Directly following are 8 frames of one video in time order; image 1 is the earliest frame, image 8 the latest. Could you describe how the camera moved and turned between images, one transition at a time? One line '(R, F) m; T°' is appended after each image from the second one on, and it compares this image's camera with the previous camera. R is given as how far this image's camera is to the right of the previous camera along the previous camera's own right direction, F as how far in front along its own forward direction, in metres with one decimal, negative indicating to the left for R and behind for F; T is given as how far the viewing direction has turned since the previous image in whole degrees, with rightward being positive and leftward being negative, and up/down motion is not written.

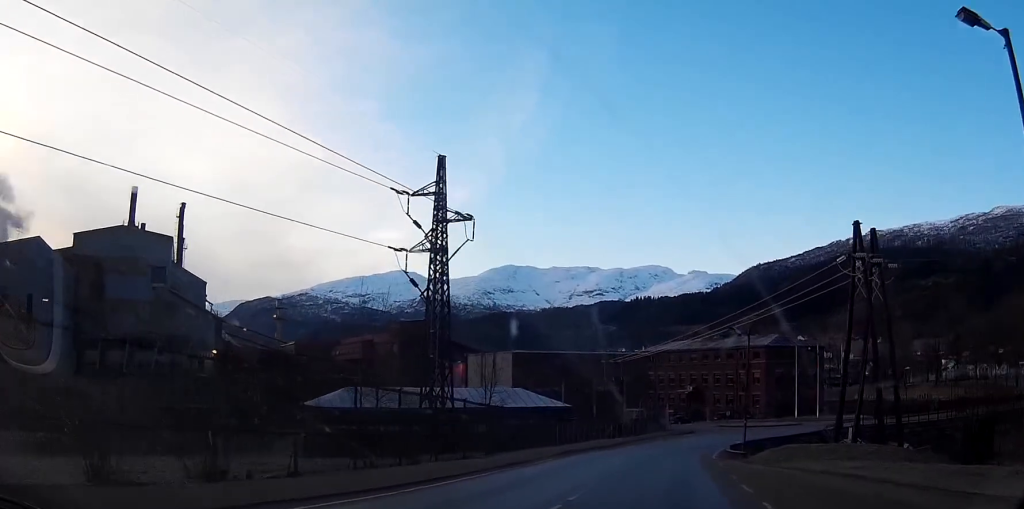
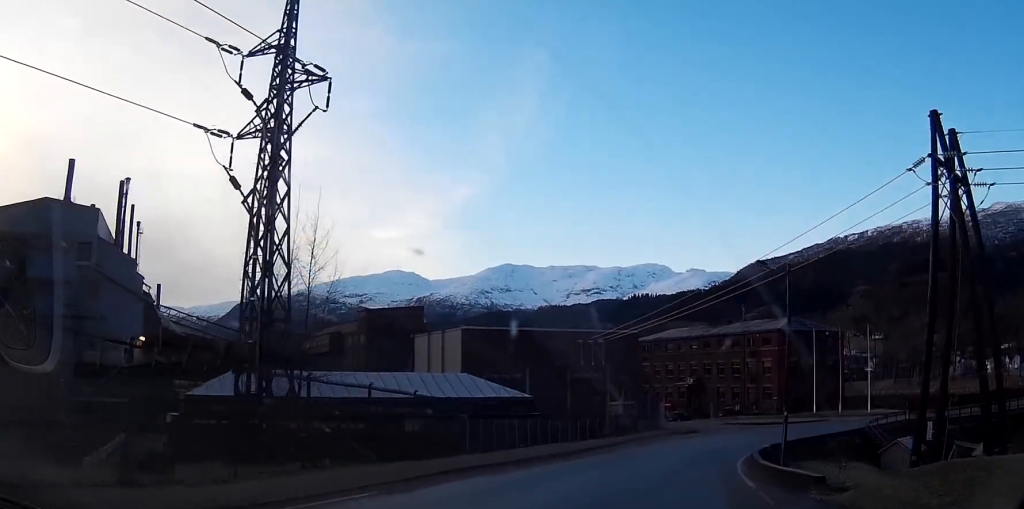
(-0.1, +17.2) m; +1°
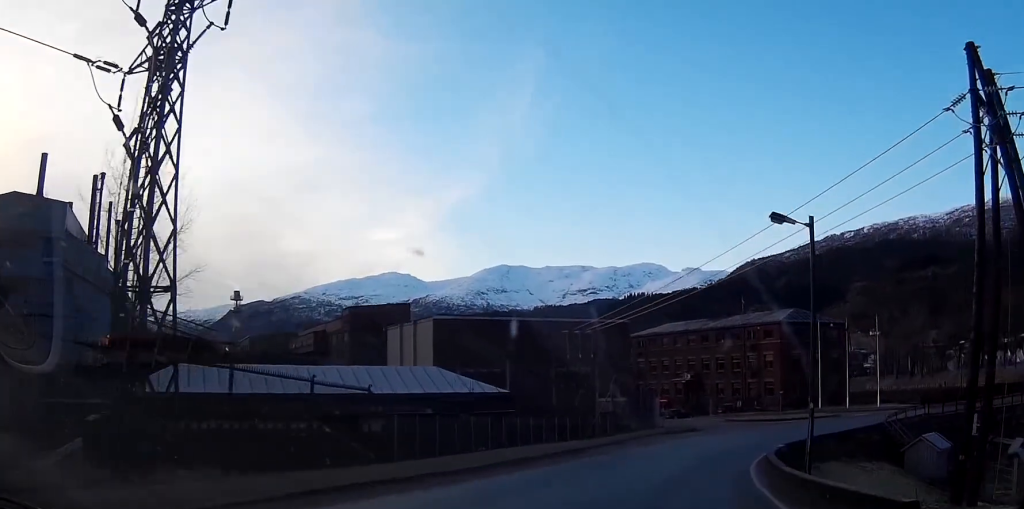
(0.0, +6.0) m; +1°
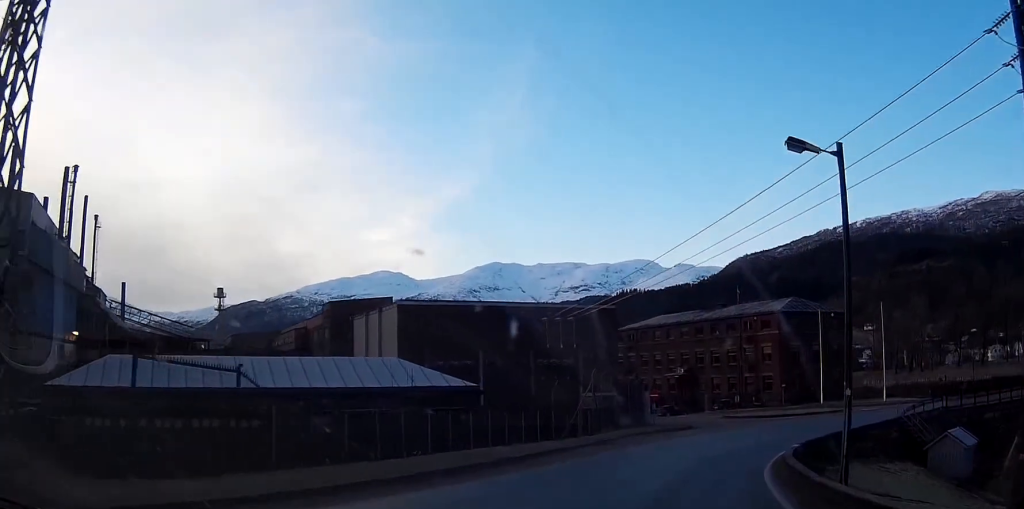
(0.0, +5.5) m; +1°
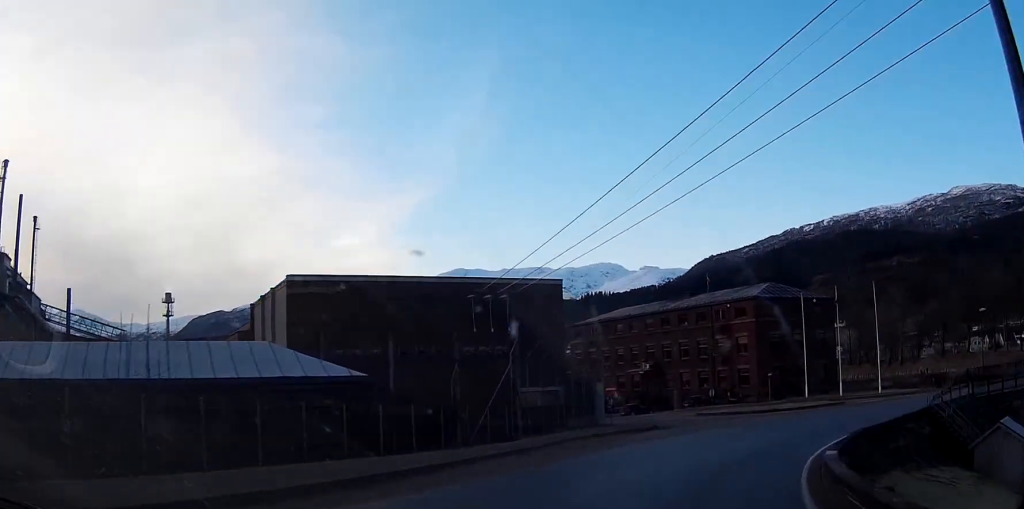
(+0.2, +10.5) m; +4°
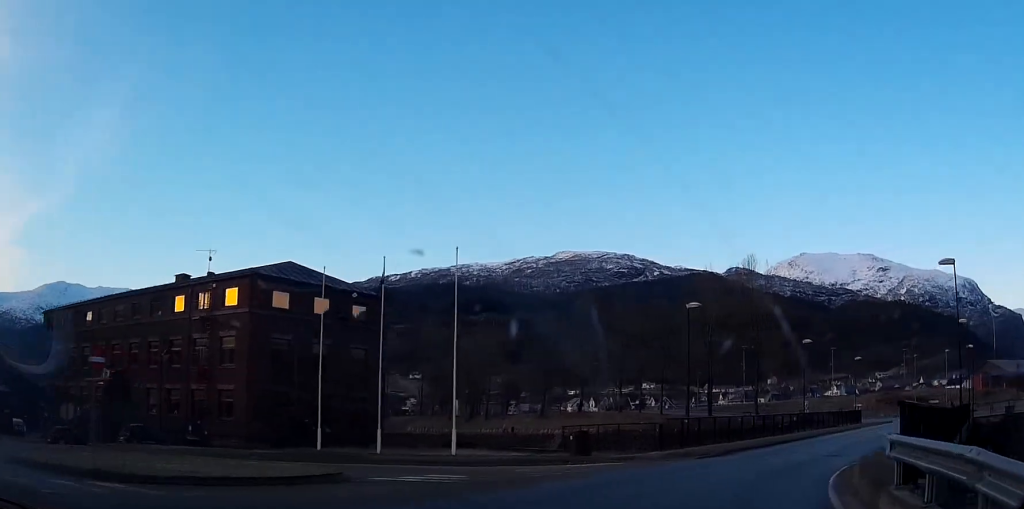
(+7.8, +33.7) m; +30°
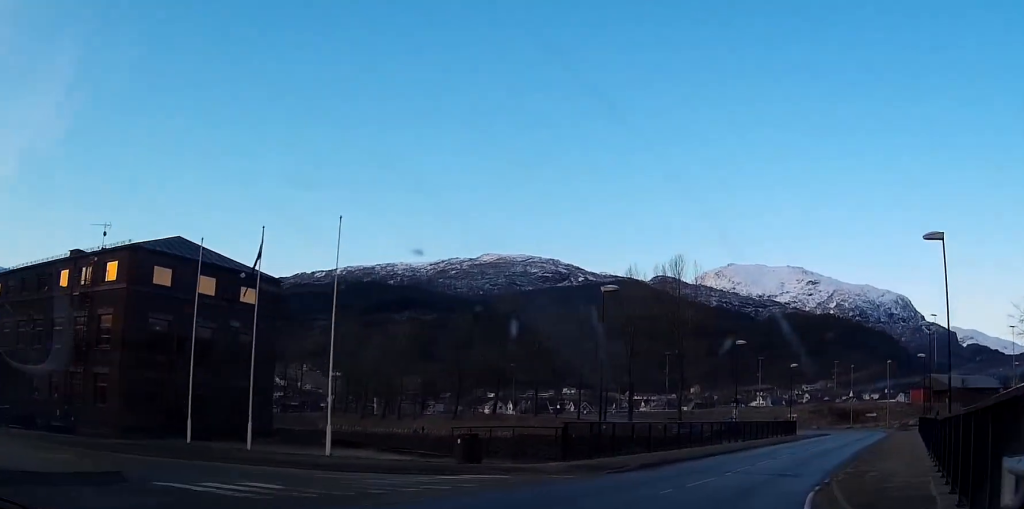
(0.0, +5.8) m; +6°
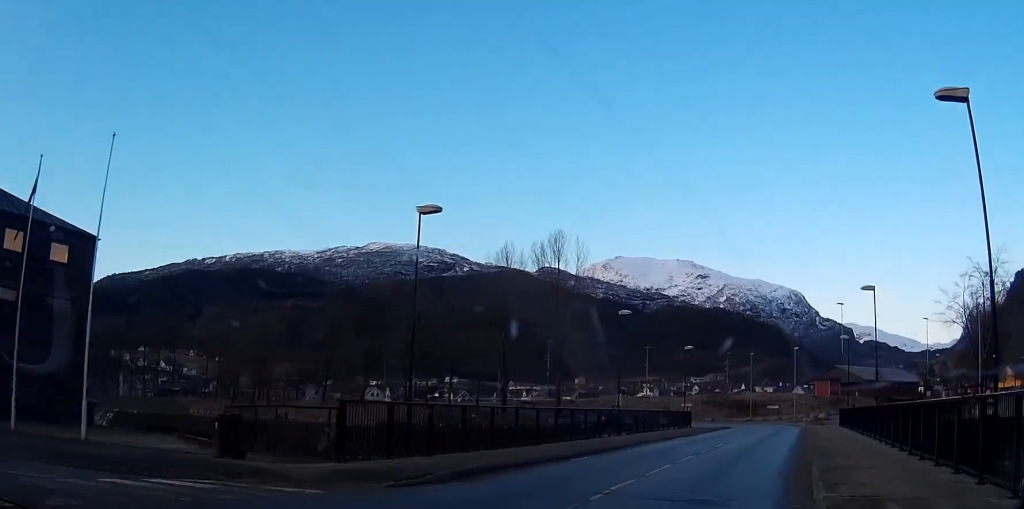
(+1.0, +9.7) m; +8°
